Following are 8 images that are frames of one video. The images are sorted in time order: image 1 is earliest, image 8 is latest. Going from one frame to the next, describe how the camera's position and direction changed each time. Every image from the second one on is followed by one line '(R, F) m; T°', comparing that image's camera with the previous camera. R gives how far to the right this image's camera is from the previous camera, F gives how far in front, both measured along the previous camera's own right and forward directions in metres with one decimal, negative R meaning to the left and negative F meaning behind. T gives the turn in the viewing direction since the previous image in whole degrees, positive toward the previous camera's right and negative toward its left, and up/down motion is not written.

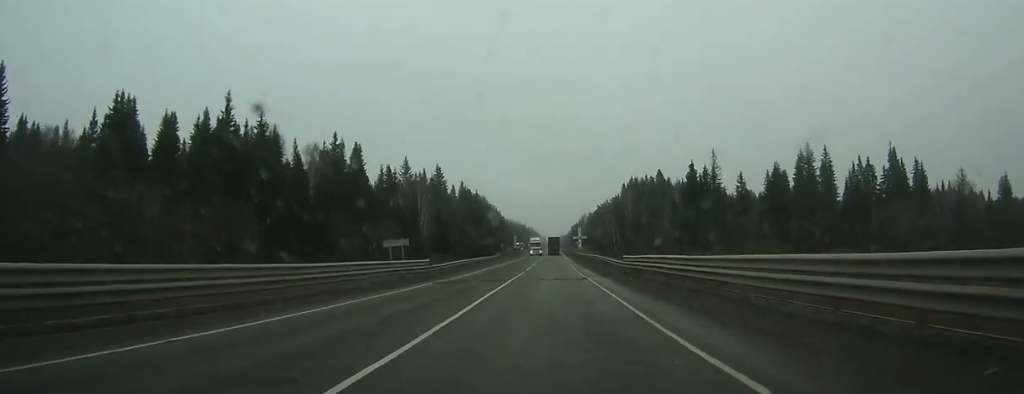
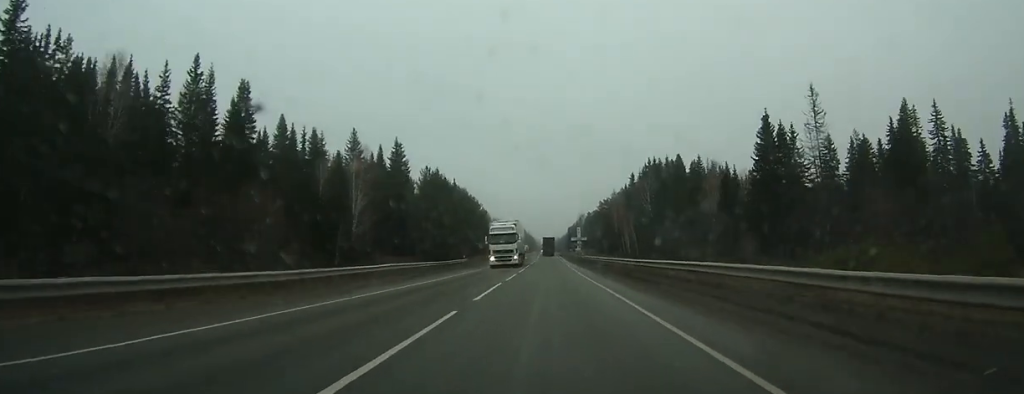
(+0.1, +43.6) m; 0°
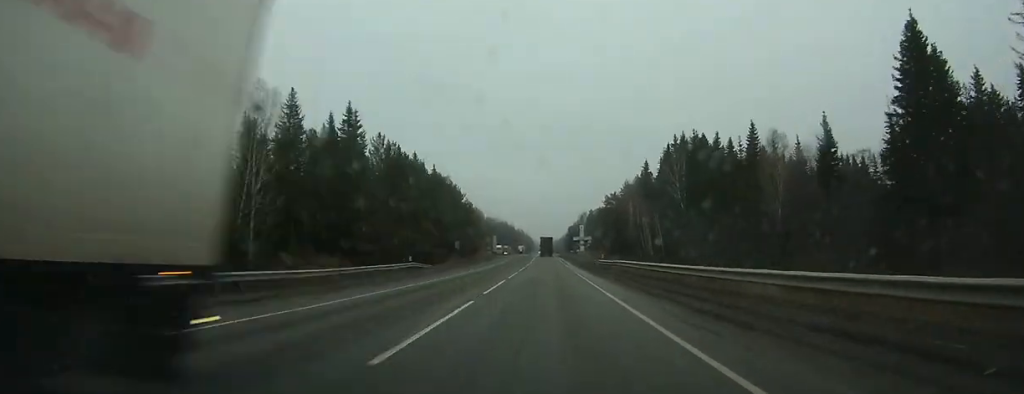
(+0.1, +32.9) m; 0°
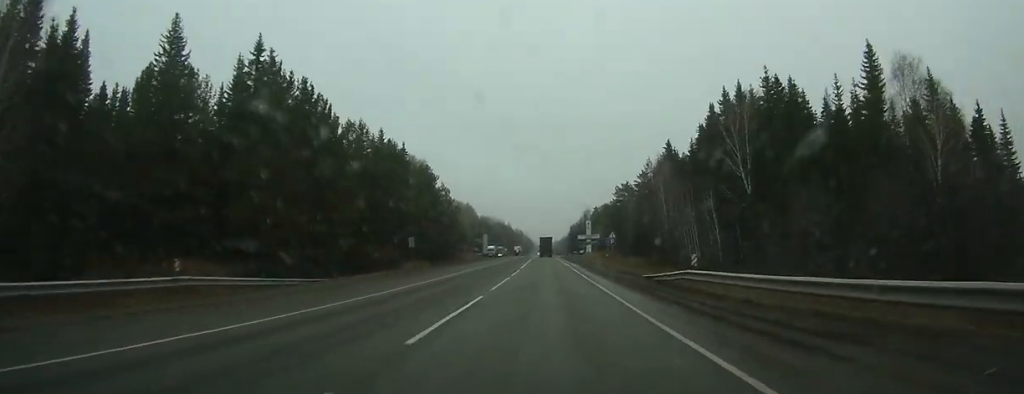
(+0.1, +34.3) m; 0°
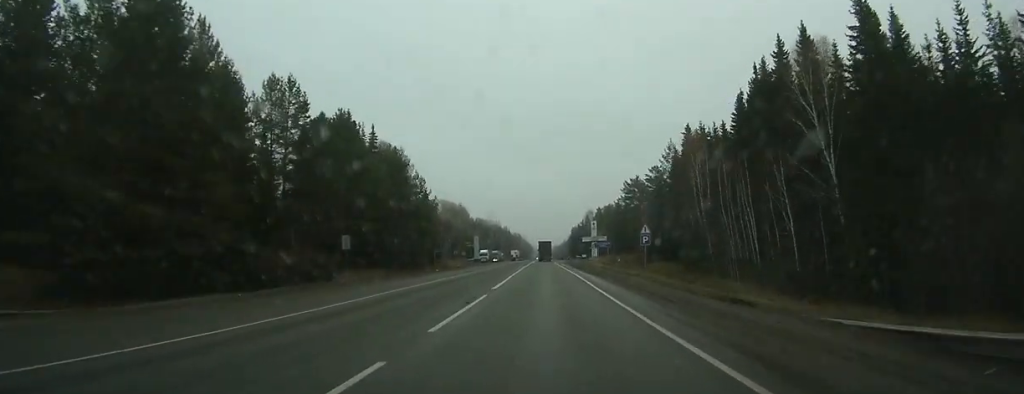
(0.0, +22.0) m; 0°
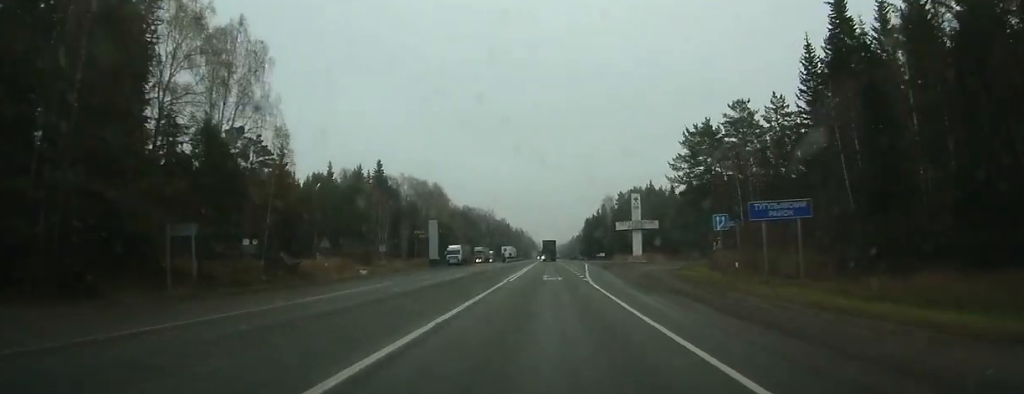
(+0.1, +68.0) m; 0°
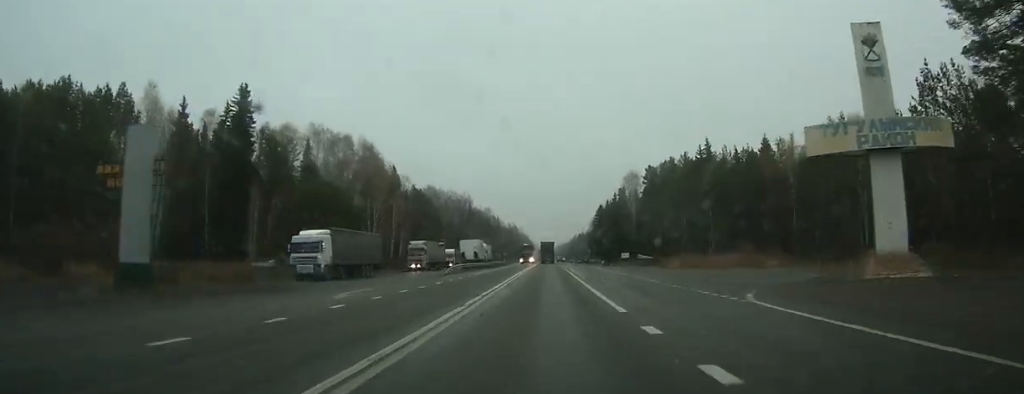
(+0.1, +71.6) m; 0°
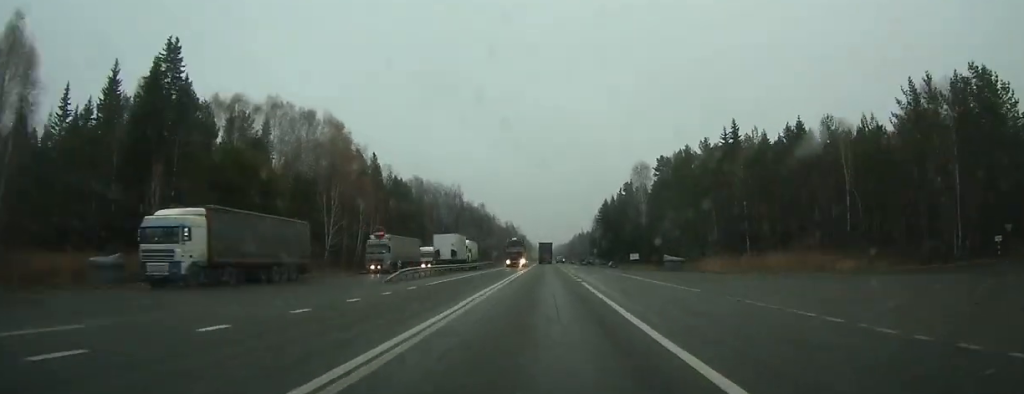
(-0.1, +18.6) m; 0°
